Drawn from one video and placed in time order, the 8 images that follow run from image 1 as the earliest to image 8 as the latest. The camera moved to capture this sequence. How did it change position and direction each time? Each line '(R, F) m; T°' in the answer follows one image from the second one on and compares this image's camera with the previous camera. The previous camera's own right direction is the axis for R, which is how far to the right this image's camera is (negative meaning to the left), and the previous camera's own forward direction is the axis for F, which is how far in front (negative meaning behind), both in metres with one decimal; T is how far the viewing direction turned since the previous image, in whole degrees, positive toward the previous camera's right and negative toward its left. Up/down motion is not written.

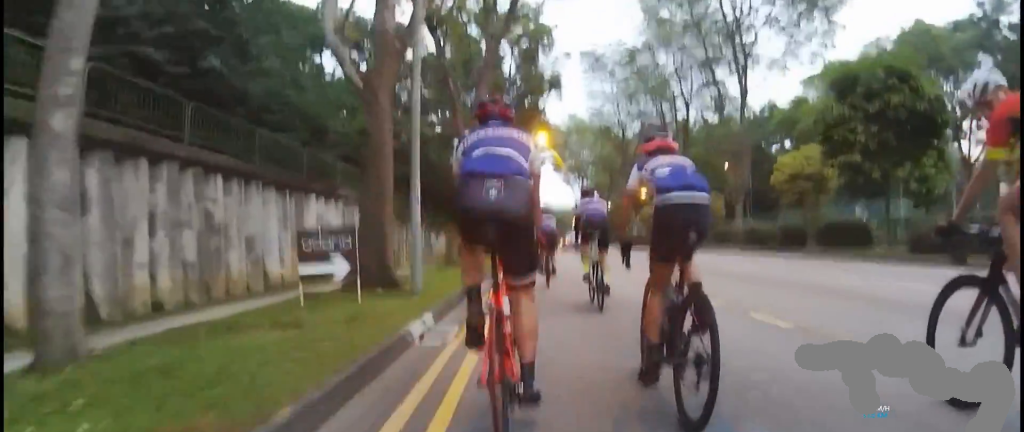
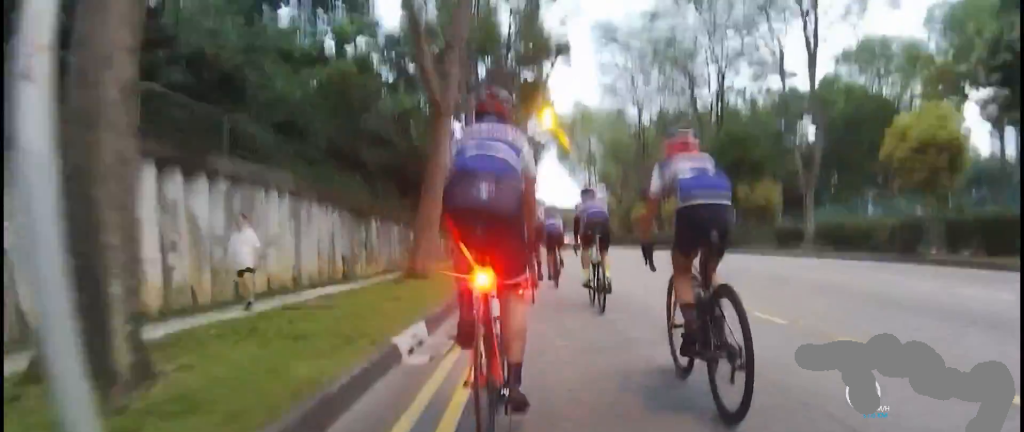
(-0.1, +8.0) m; +5°
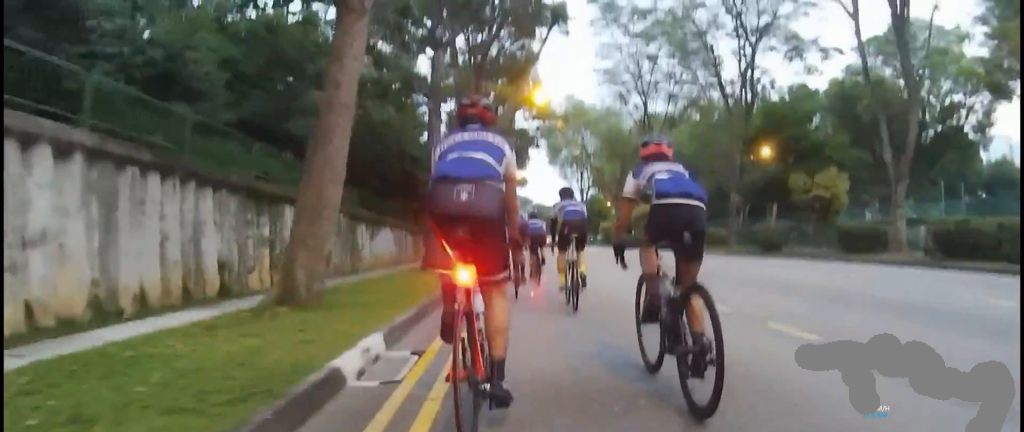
(+1.1, +7.0) m; 0°
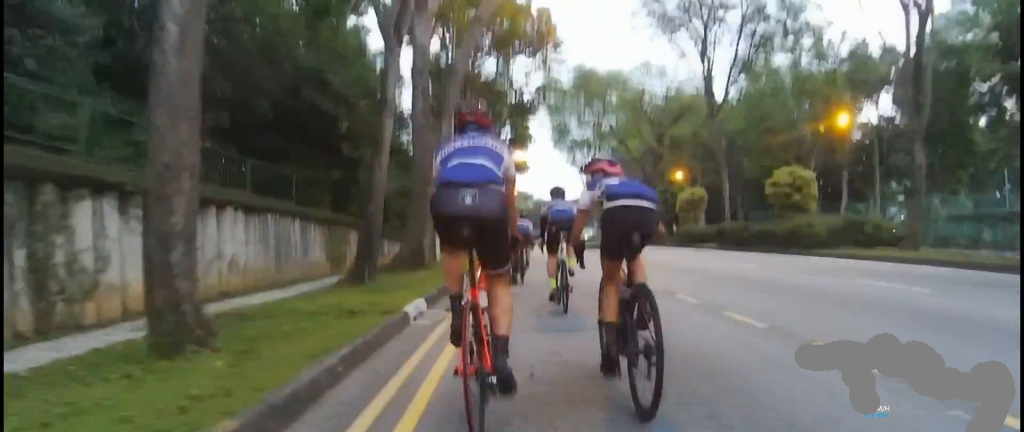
(-1.4, +14.7) m; -7°
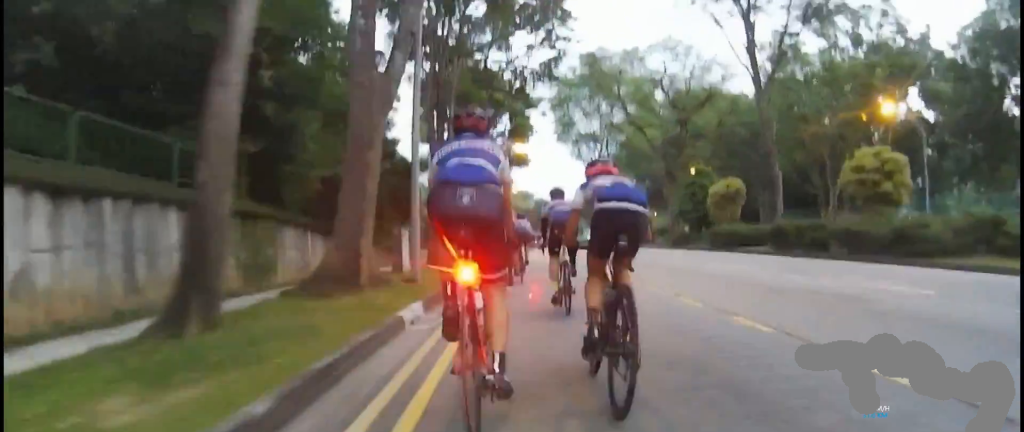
(-0.2, +6.1) m; +5°
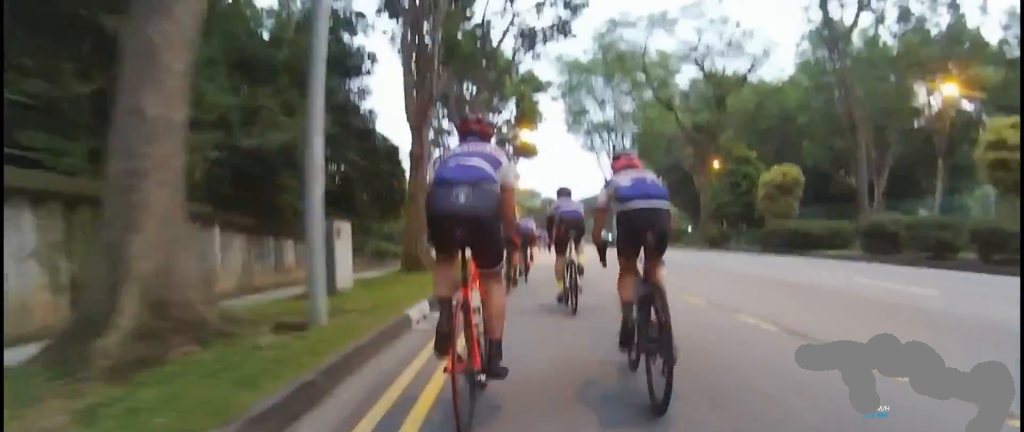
(+0.4, +5.6) m; +2°
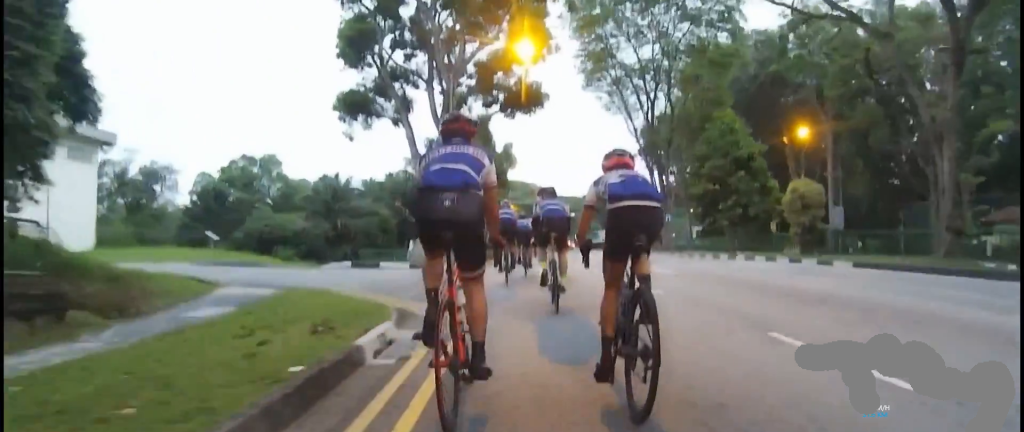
(-1.0, +20.2) m; -8°
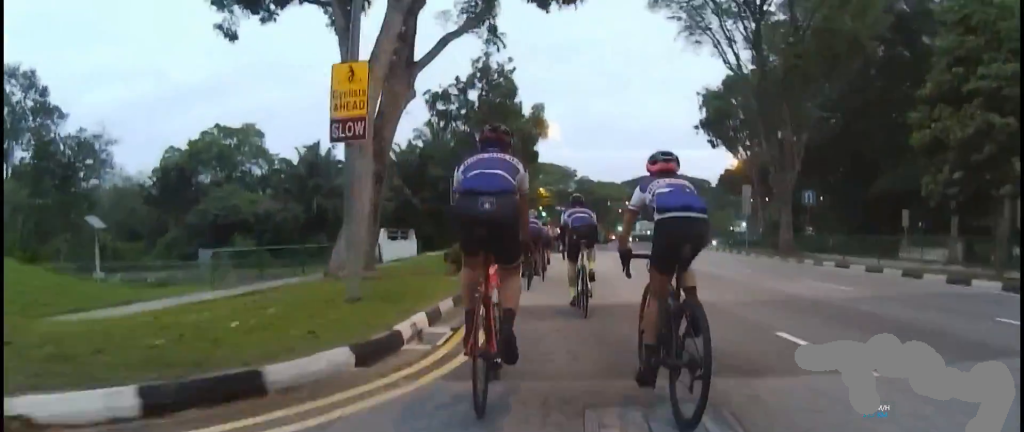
(+0.4, +16.5) m; +8°
